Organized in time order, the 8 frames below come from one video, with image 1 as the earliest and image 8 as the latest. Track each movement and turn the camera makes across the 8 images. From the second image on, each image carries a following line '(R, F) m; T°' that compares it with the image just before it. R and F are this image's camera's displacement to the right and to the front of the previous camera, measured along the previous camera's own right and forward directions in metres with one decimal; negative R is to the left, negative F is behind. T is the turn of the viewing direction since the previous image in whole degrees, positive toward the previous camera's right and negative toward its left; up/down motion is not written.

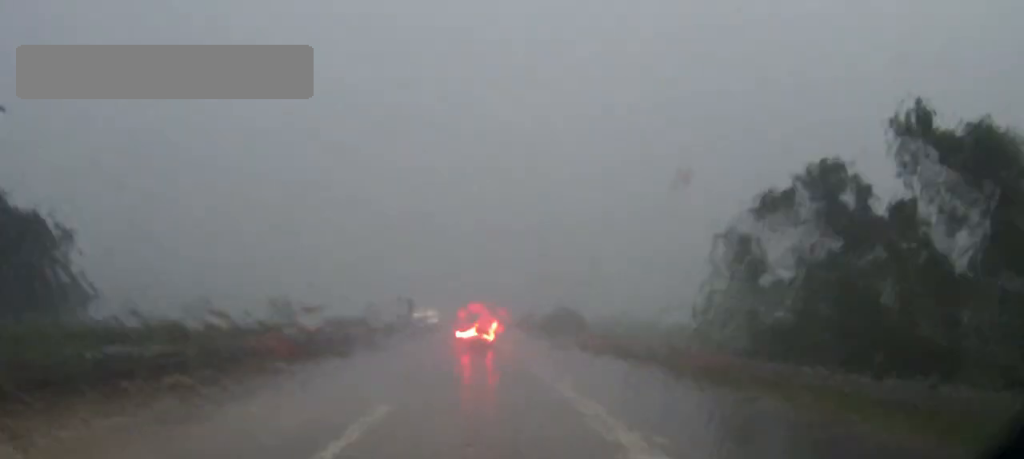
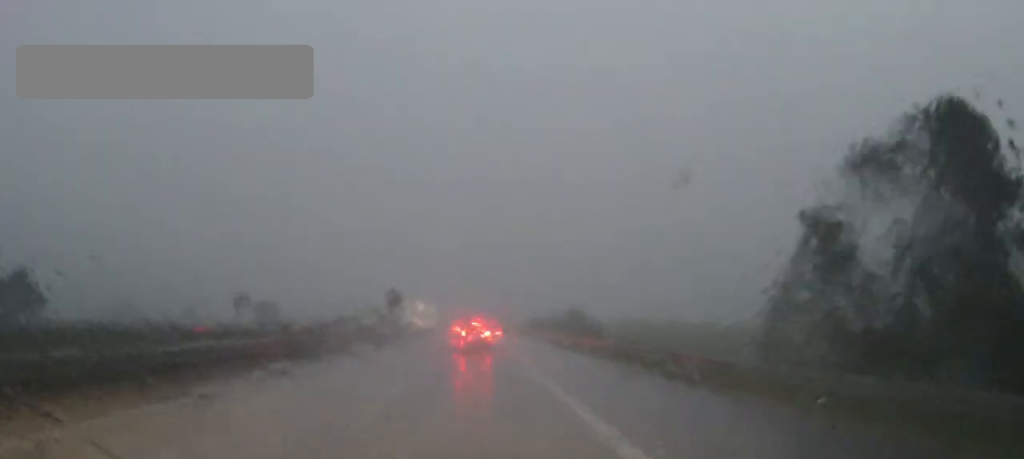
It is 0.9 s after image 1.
(0.0, +11.7) m; 0°
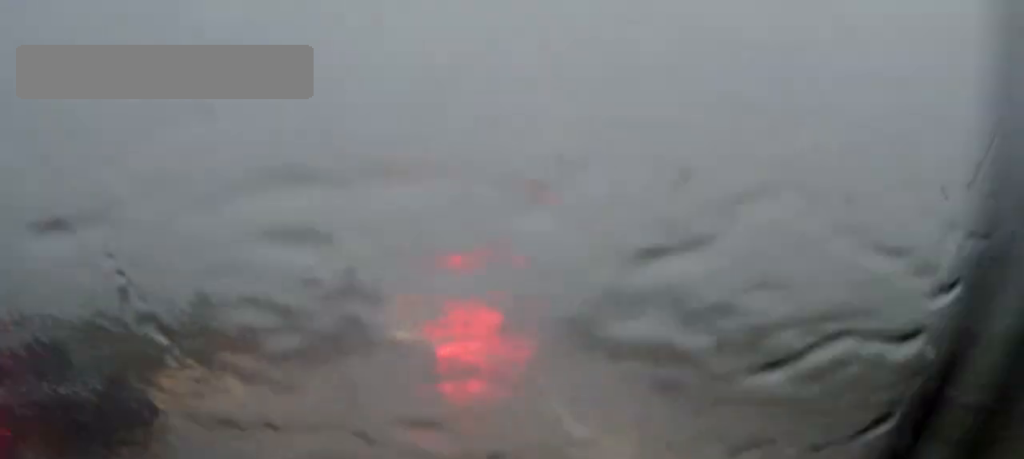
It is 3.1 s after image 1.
(-0.1, +26.2) m; -1°
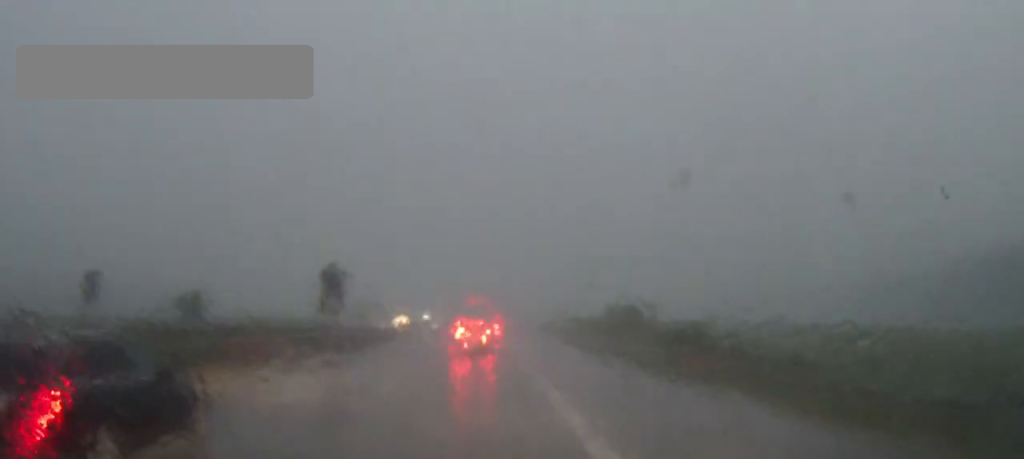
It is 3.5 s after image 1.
(0.0, +5.3) m; -1°
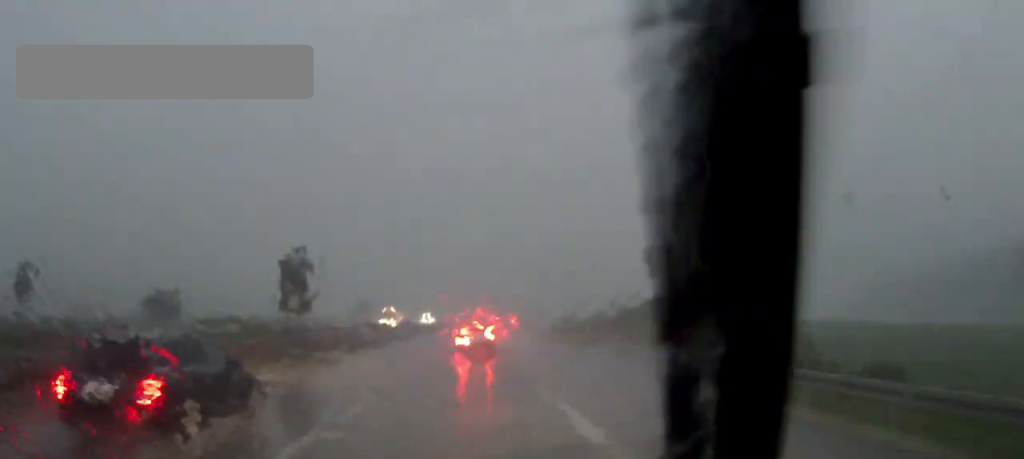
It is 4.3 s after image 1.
(-0.1, +7.8) m; 0°
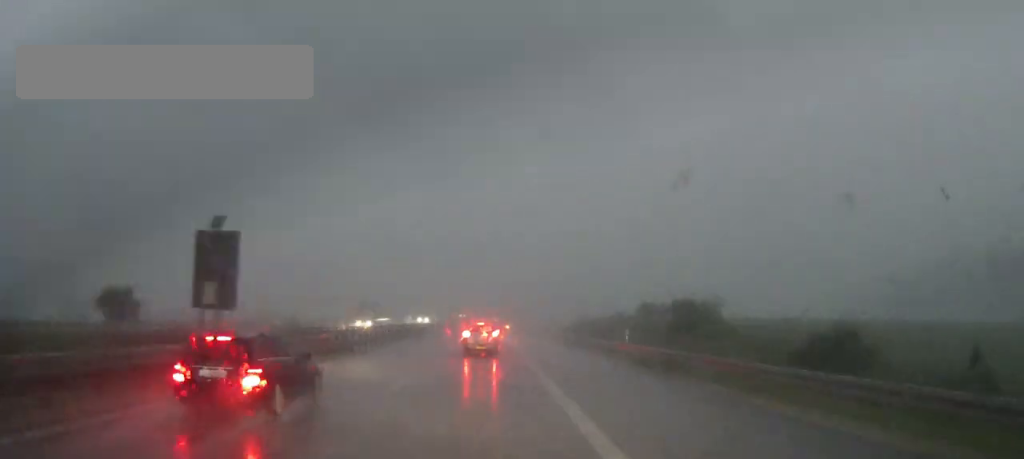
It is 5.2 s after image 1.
(0.0, +9.7) m; 0°
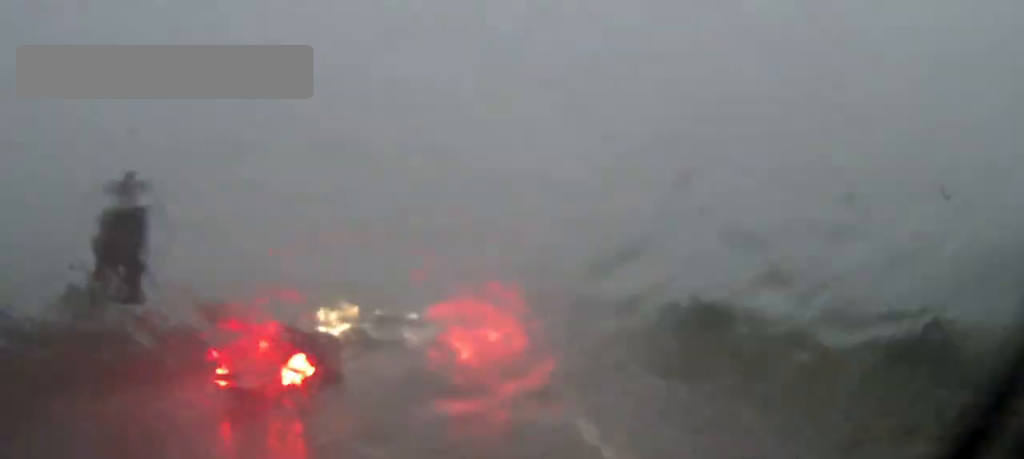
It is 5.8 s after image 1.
(0.0, +5.7) m; 0°
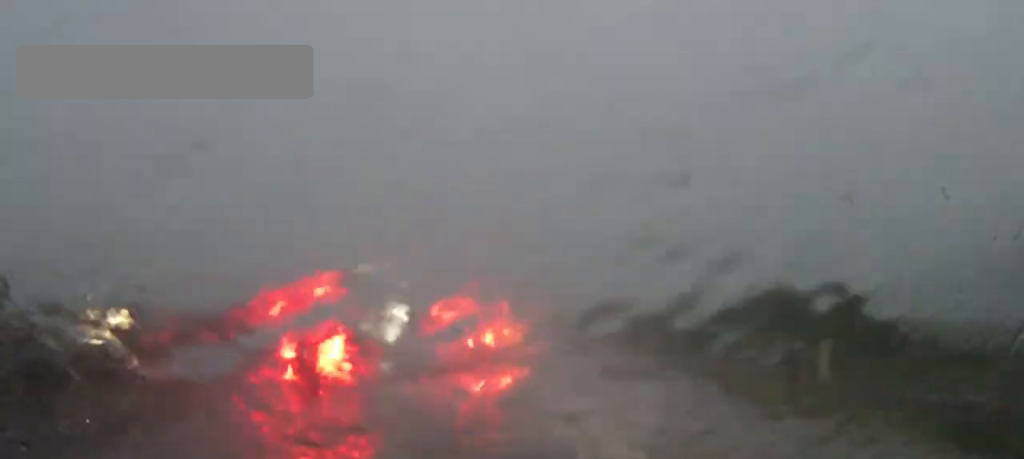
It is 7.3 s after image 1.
(0.0, +12.9) m; 0°
